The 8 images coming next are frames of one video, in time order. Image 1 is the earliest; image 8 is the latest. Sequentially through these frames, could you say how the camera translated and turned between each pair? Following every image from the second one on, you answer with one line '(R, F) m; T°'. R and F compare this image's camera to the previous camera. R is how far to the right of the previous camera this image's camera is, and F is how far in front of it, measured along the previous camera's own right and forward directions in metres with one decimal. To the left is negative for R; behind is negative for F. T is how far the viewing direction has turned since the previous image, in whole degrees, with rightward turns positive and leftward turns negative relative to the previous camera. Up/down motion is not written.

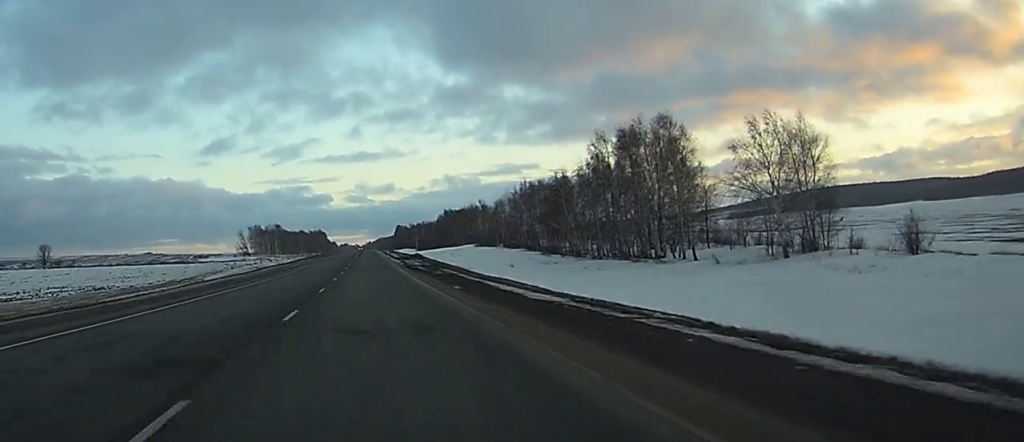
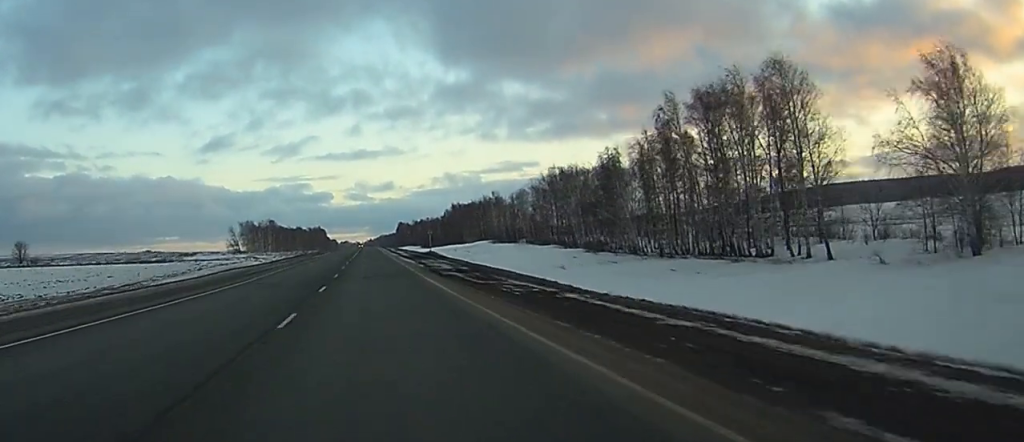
(0.0, +26.4) m; 0°
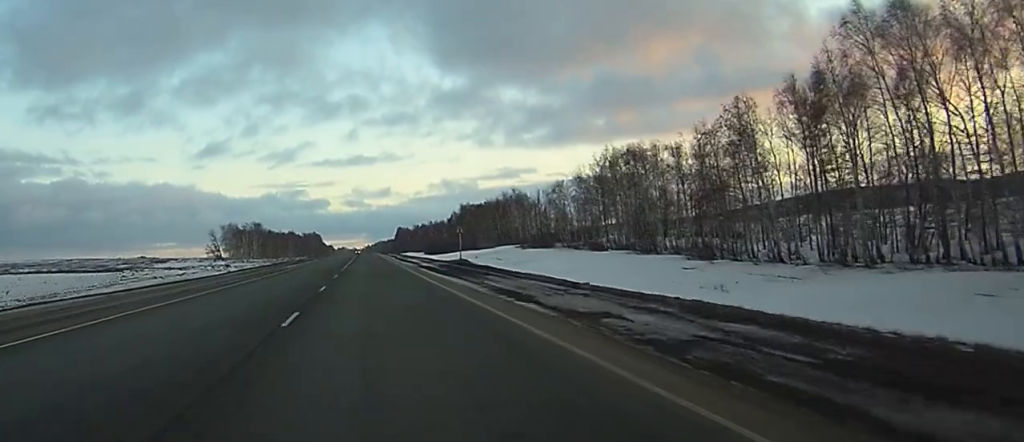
(0.0, +36.3) m; 0°
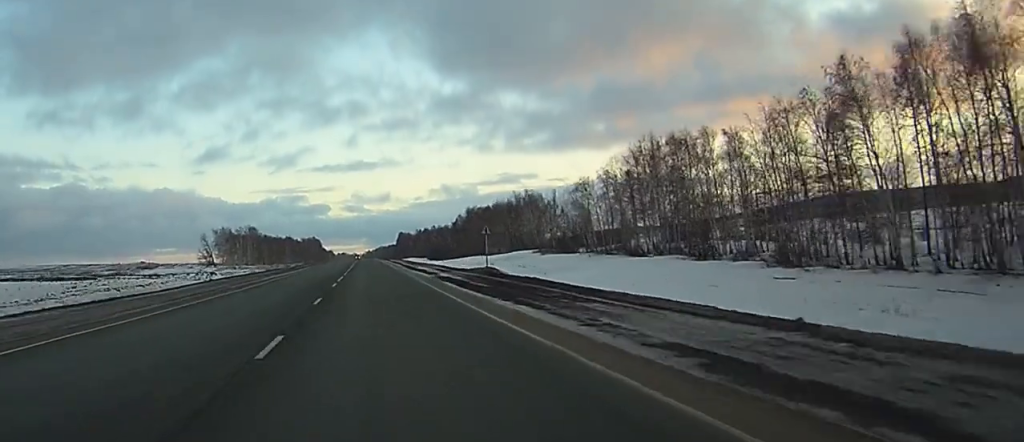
(0.0, +15.4) m; 0°
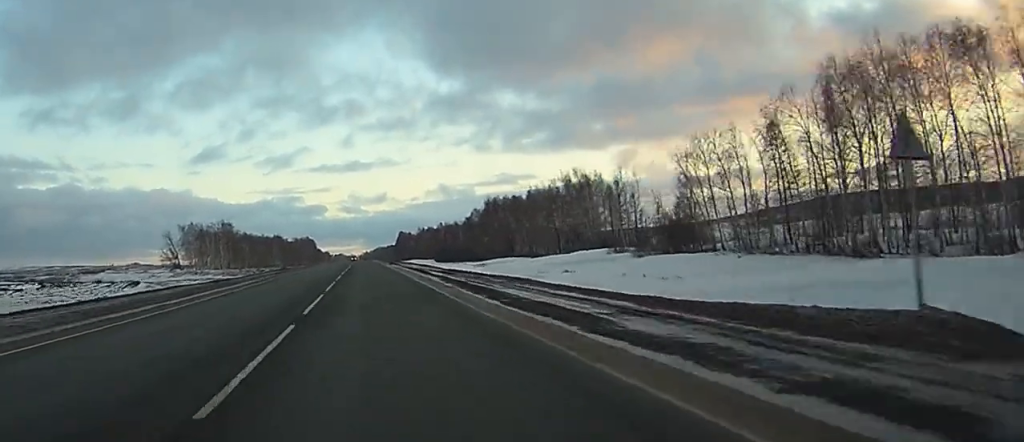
(0.0, +46.1) m; 0°
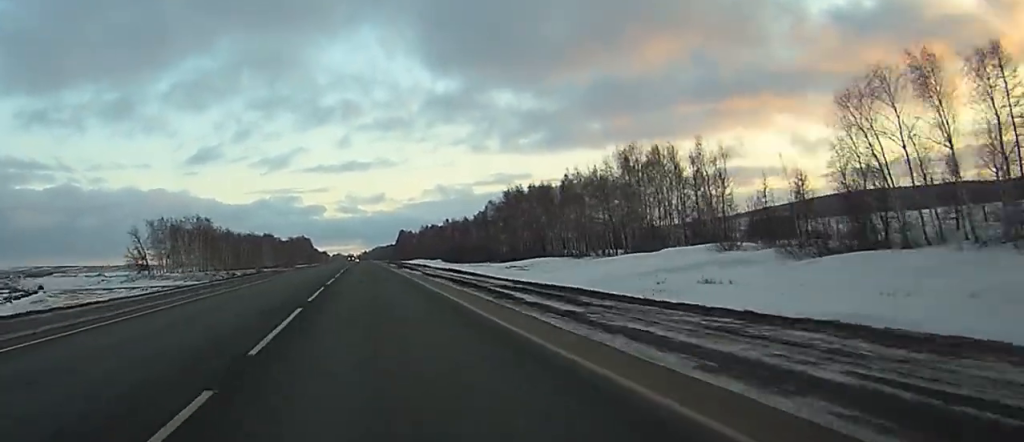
(0.0, +31.7) m; 0°
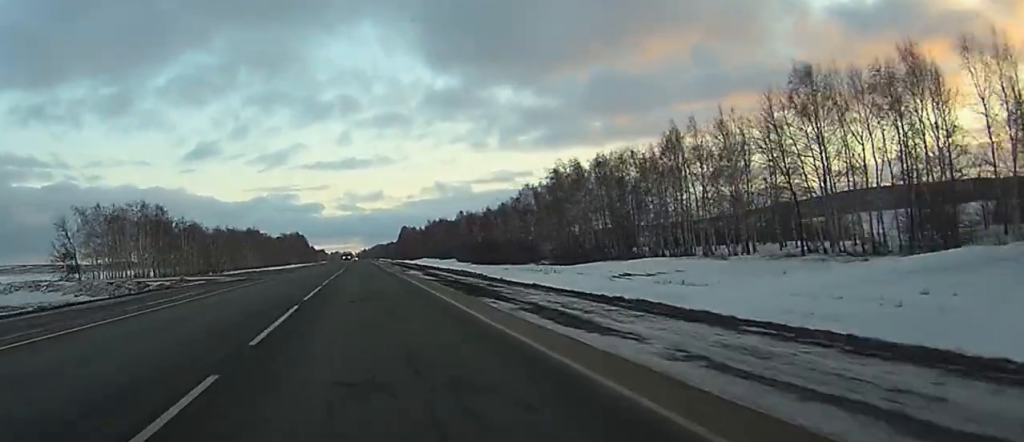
(+0.1, +46.7) m; 0°
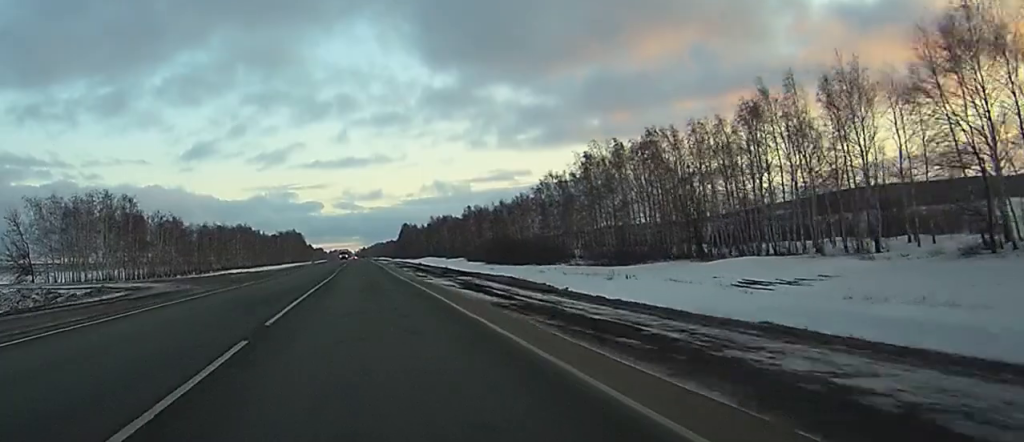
(0.0, +20.6) m; 0°
